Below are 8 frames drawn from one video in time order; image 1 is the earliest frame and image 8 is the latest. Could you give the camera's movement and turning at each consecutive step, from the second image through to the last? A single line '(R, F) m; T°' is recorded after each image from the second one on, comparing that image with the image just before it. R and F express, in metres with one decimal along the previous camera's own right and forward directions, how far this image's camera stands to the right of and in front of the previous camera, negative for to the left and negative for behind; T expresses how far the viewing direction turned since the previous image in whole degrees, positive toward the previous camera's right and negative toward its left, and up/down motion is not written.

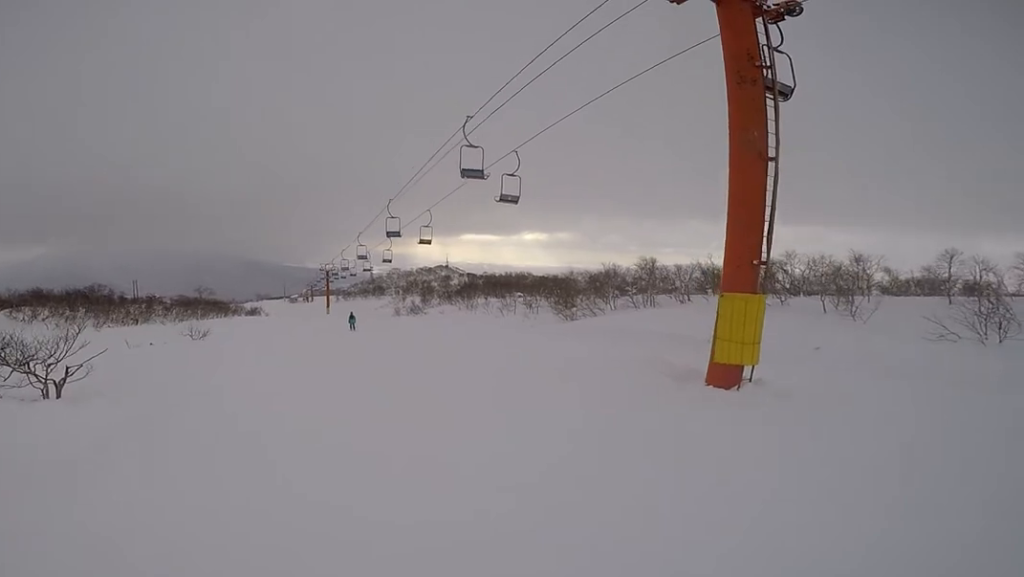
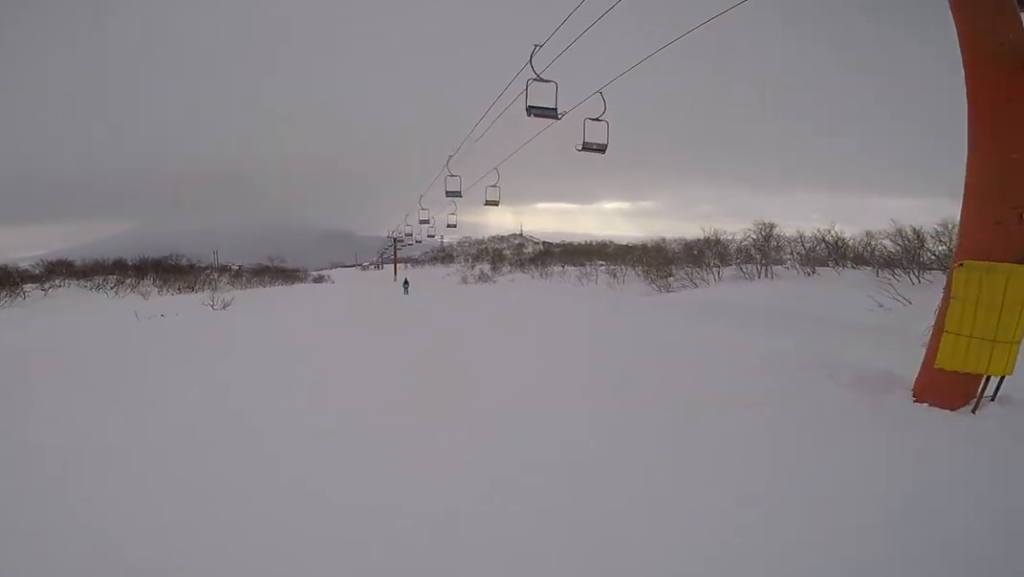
(-0.2, +3.2) m; -7°
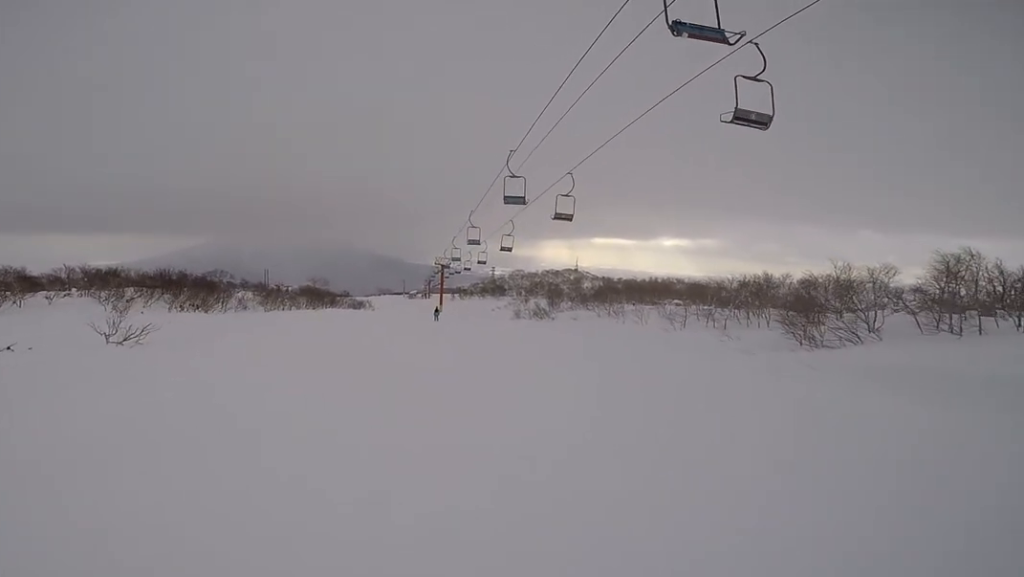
(-0.9, +6.8) m; -13°
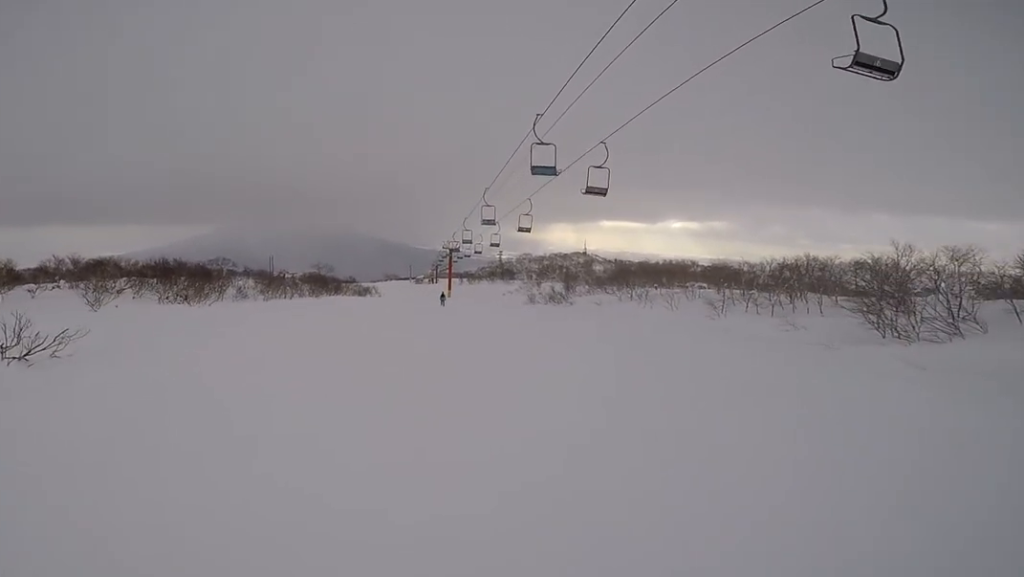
(-0.1, +3.0) m; -1°
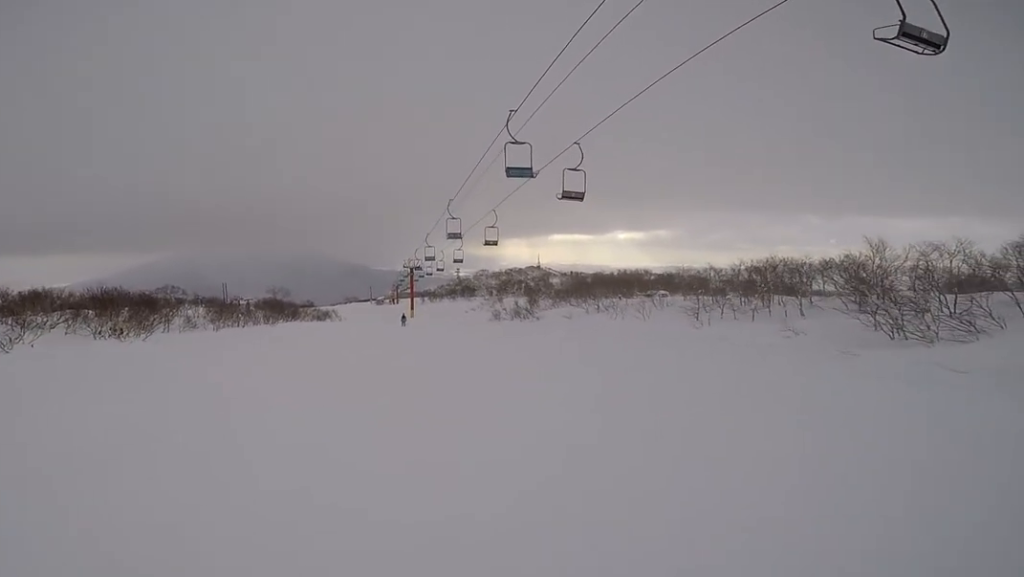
(0.0, +2.4) m; 0°
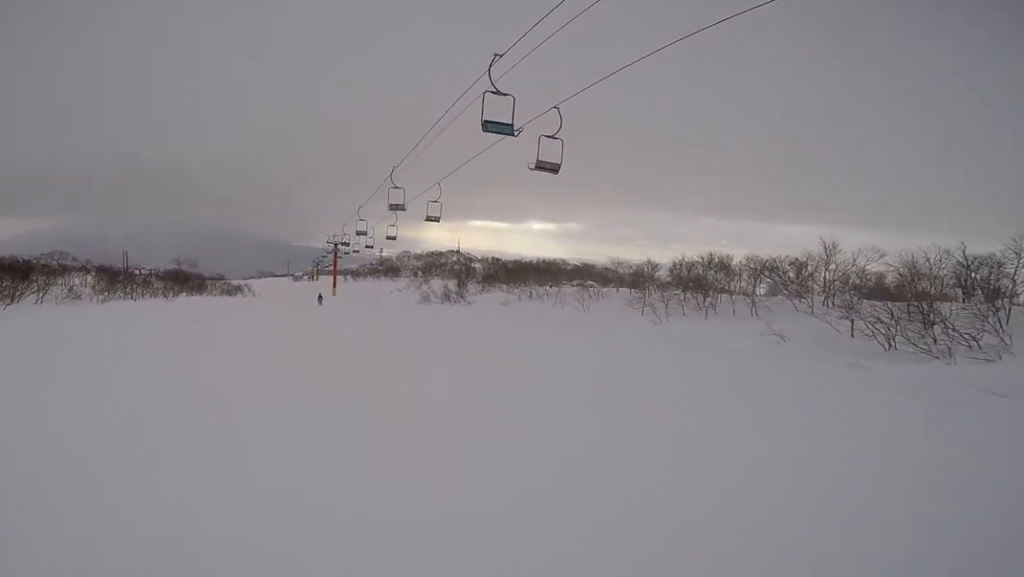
(0.0, +3.9) m; +11°
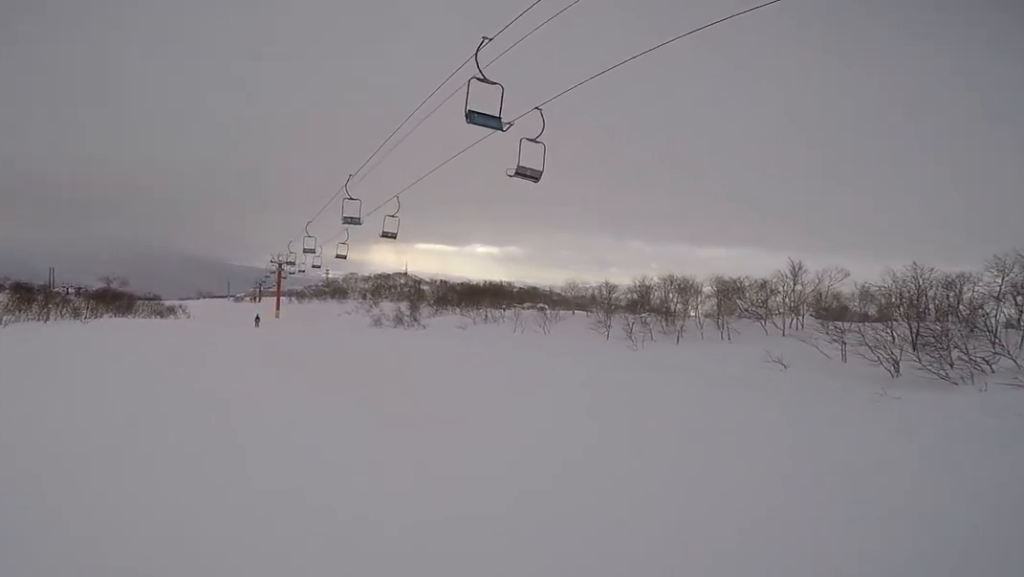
(-0.2, +2.6) m; +8°
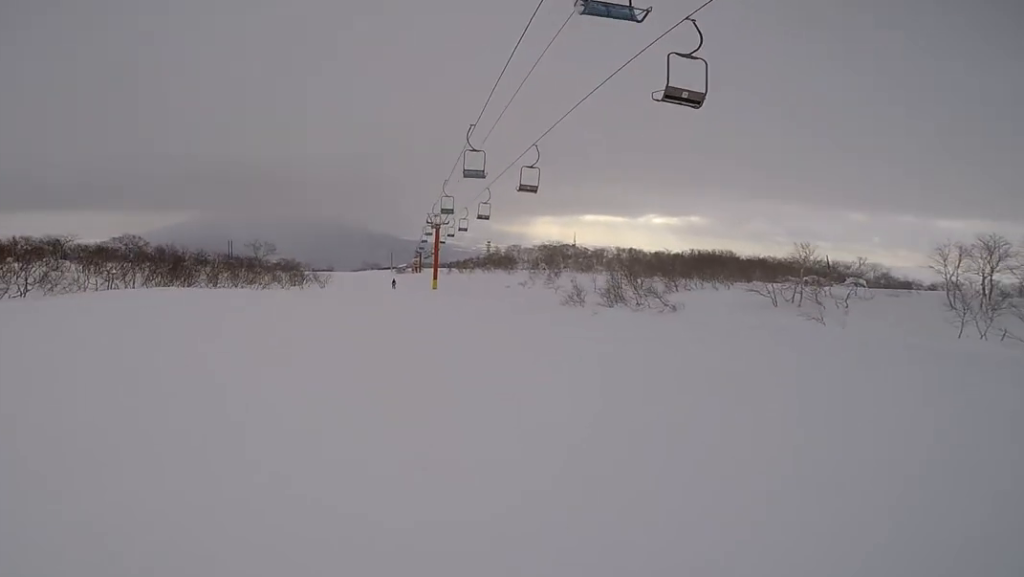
(-1.6, +16.8) m; -8°
